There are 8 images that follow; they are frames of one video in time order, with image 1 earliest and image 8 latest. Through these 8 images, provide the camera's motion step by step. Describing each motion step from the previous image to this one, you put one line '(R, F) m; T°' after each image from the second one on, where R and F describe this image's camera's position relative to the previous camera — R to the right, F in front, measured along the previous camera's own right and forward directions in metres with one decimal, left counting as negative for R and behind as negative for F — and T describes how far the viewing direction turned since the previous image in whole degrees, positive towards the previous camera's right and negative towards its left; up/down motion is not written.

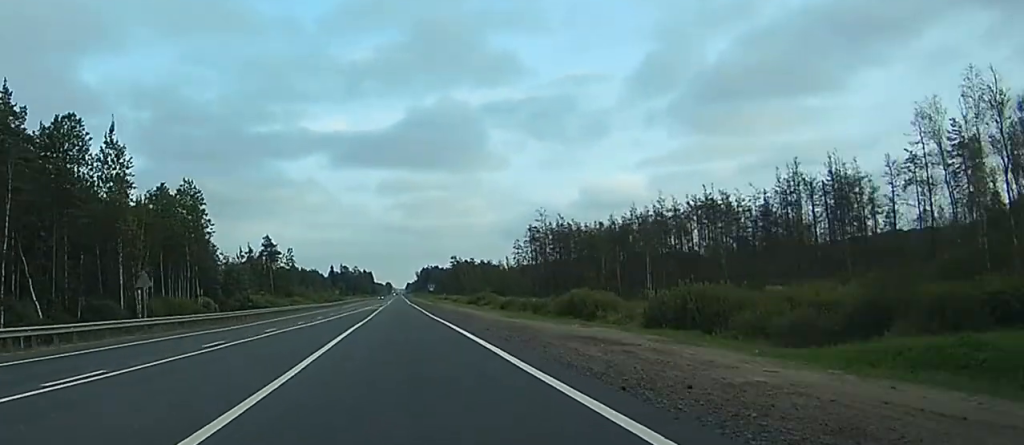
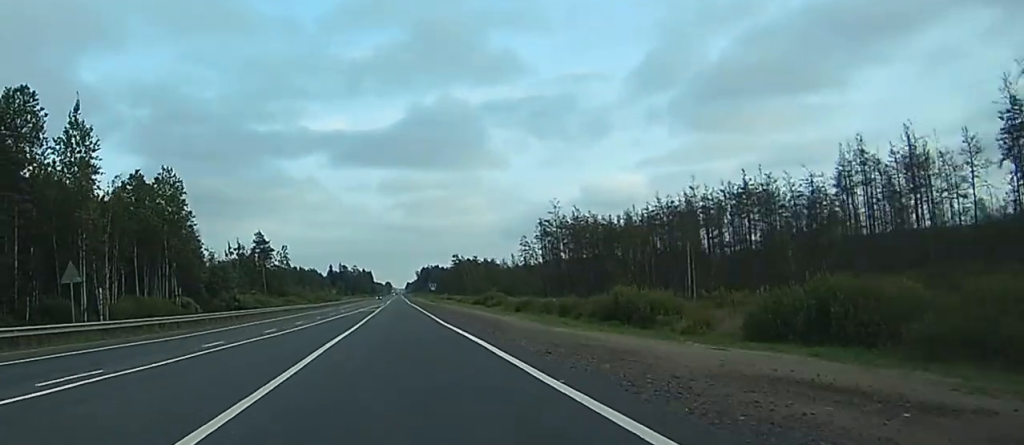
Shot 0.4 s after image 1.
(-0.1, +12.1) m; 0°
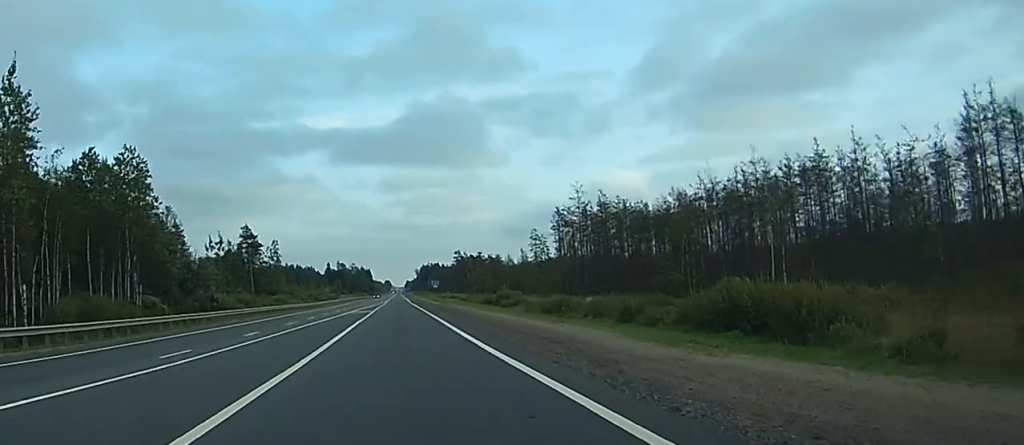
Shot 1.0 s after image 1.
(-0.1, +16.7) m; 0°
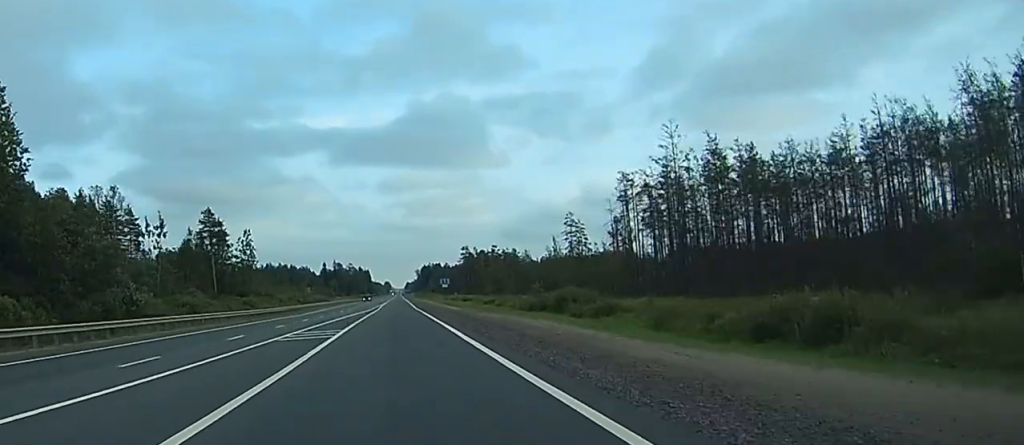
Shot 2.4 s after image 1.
(+0.1, +38.9) m; 0°
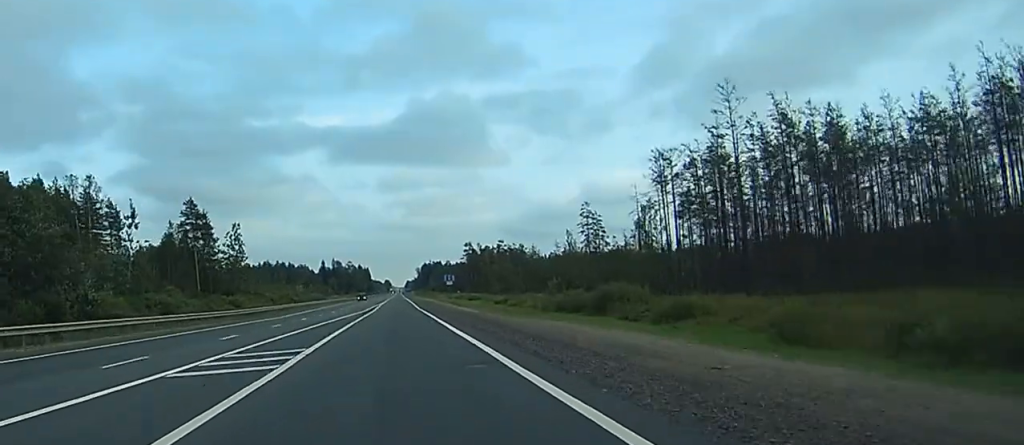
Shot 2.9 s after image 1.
(0.0, +13.0) m; 0°
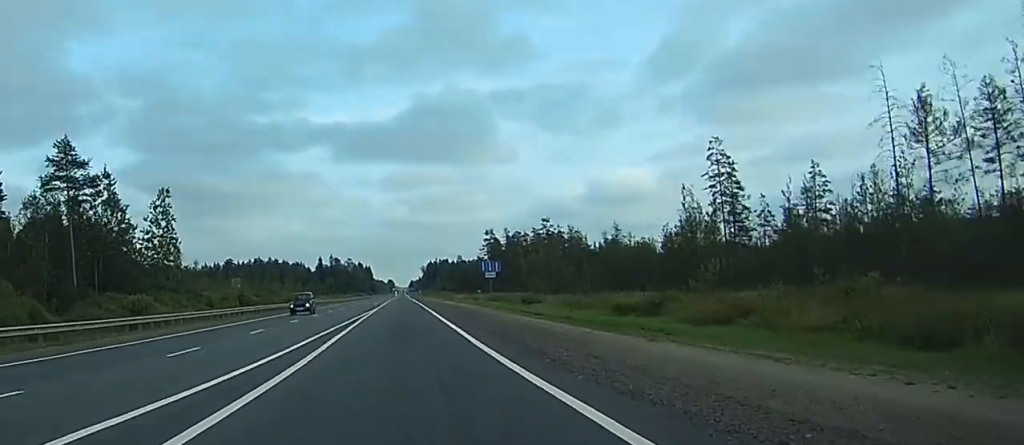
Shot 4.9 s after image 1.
(+0.2, +56.1) m; 0°
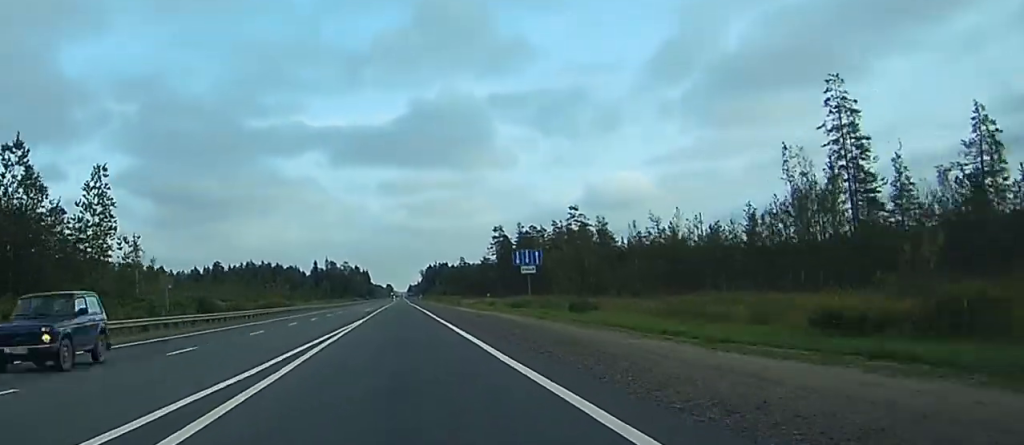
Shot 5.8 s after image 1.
(-0.1, +24.5) m; 0°
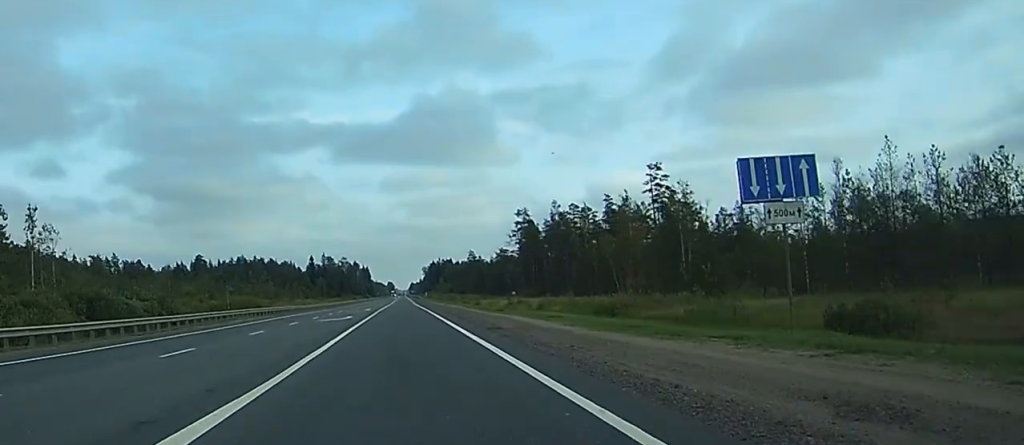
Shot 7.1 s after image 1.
(+0.1, +37.8) m; 0°
